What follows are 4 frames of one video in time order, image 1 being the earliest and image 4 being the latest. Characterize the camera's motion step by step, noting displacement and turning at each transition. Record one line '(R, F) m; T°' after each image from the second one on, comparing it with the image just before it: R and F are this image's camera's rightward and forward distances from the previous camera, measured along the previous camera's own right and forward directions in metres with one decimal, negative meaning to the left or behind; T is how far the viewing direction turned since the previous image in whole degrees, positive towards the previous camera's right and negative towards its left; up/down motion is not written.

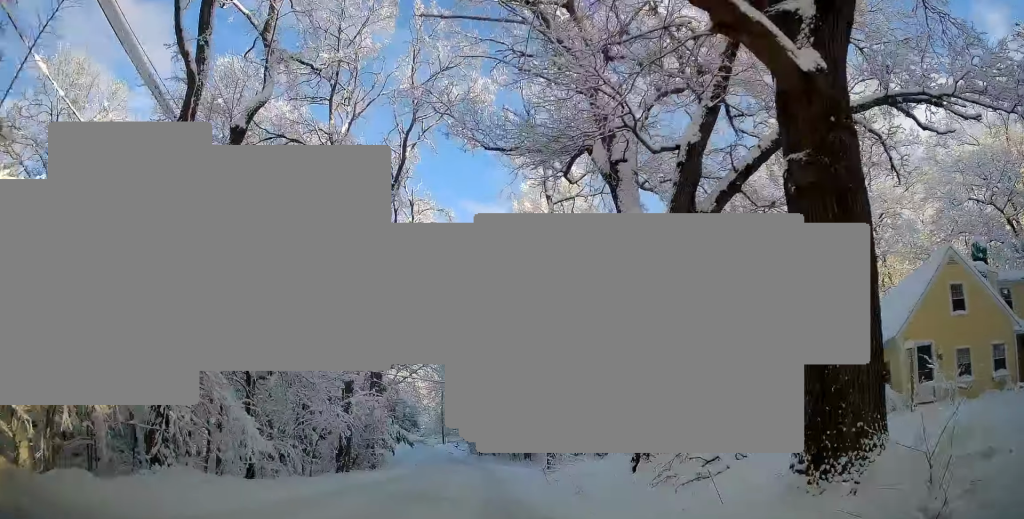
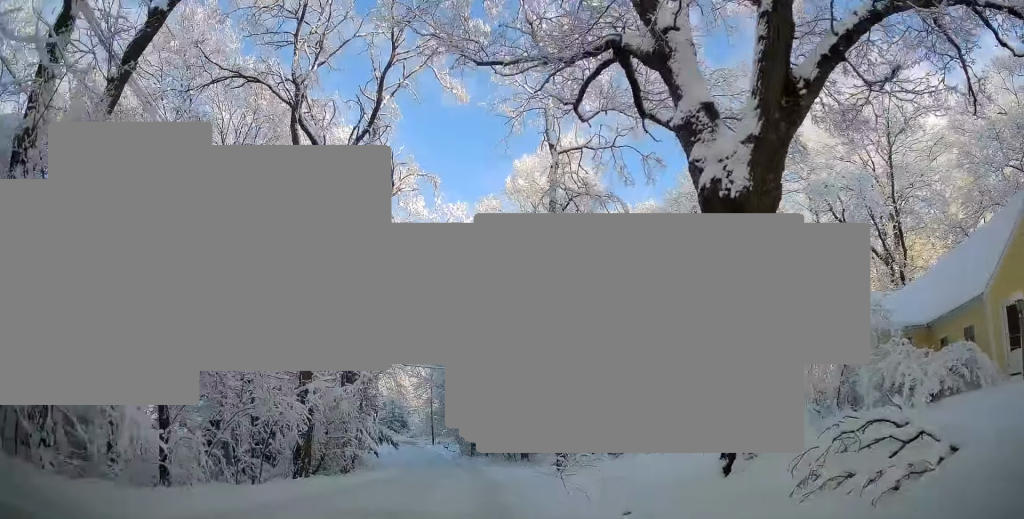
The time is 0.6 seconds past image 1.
(0.0, +4.7) m; +1°
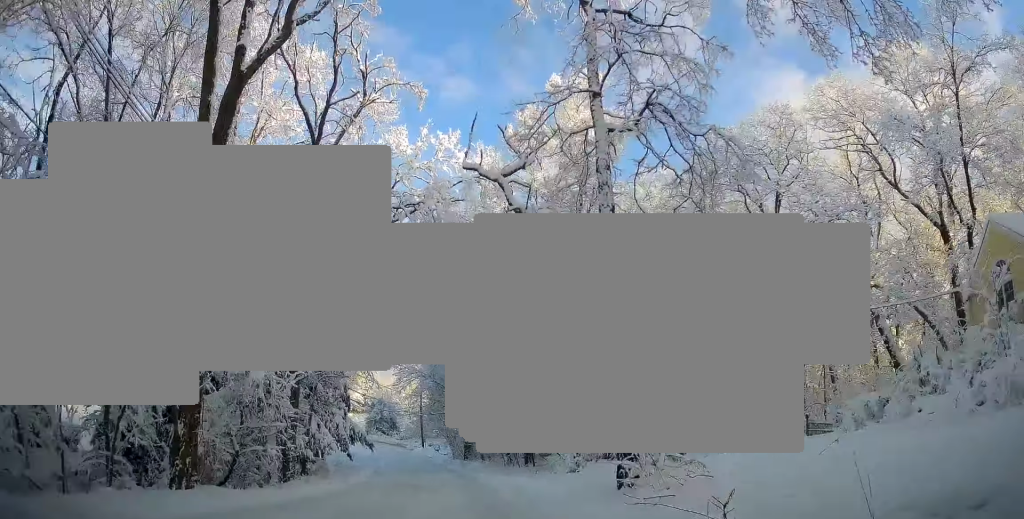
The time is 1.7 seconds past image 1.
(+0.2, +8.2) m; 0°
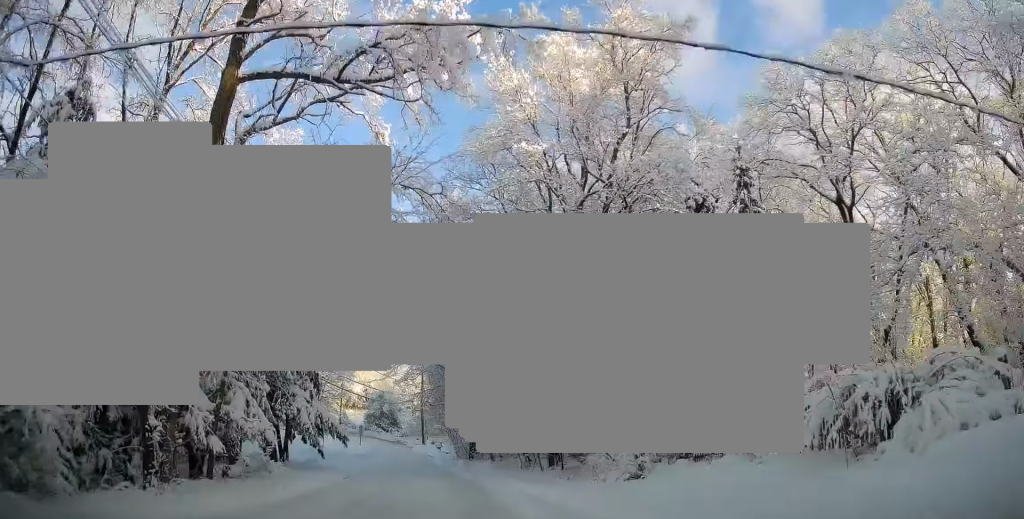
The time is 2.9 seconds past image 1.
(-0.3, +9.3) m; +4°
